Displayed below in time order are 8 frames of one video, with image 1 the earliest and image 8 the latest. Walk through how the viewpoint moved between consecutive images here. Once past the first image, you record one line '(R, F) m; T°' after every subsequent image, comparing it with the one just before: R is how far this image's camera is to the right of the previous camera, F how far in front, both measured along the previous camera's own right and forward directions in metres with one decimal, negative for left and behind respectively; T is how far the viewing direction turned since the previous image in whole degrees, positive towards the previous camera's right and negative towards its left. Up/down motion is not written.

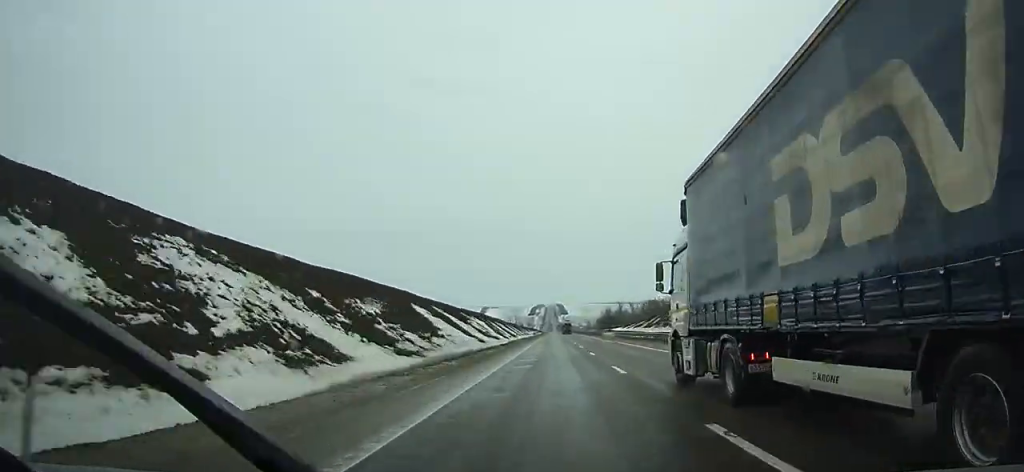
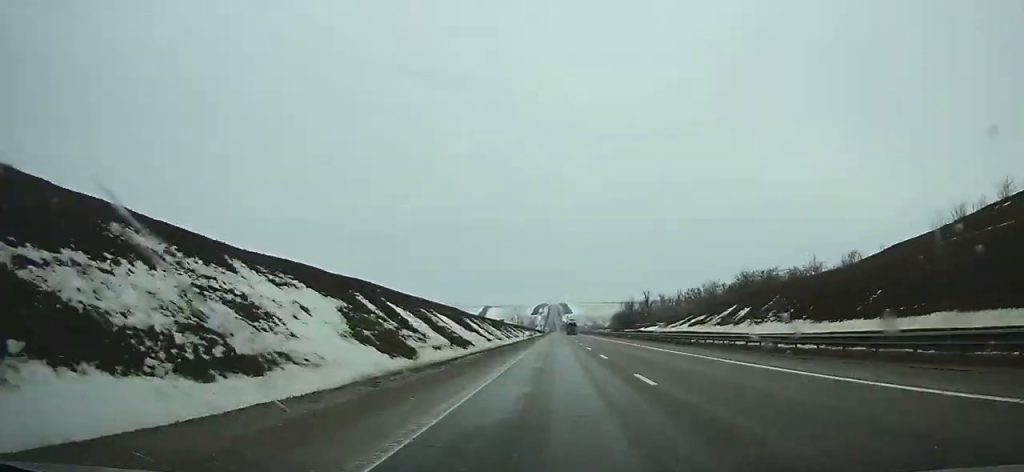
(-0.2, +63.1) m; 0°
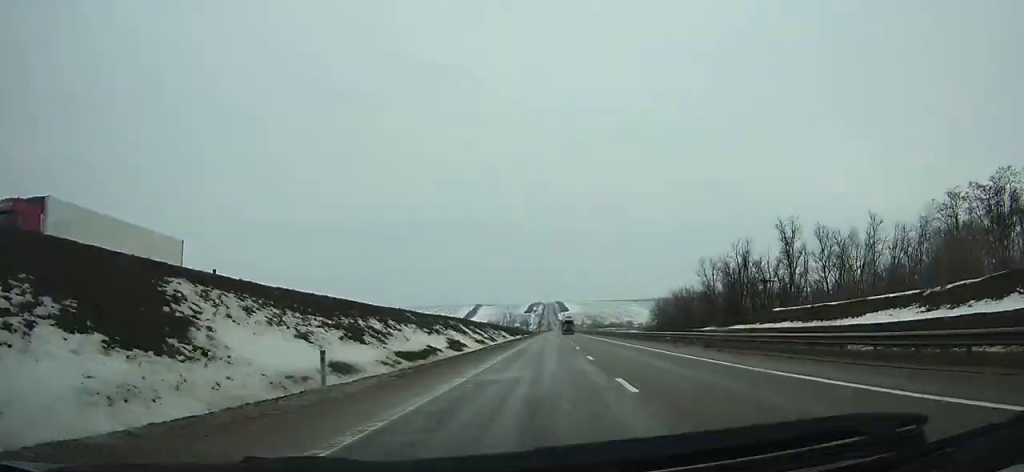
(+0.3, +121.0) m; 0°
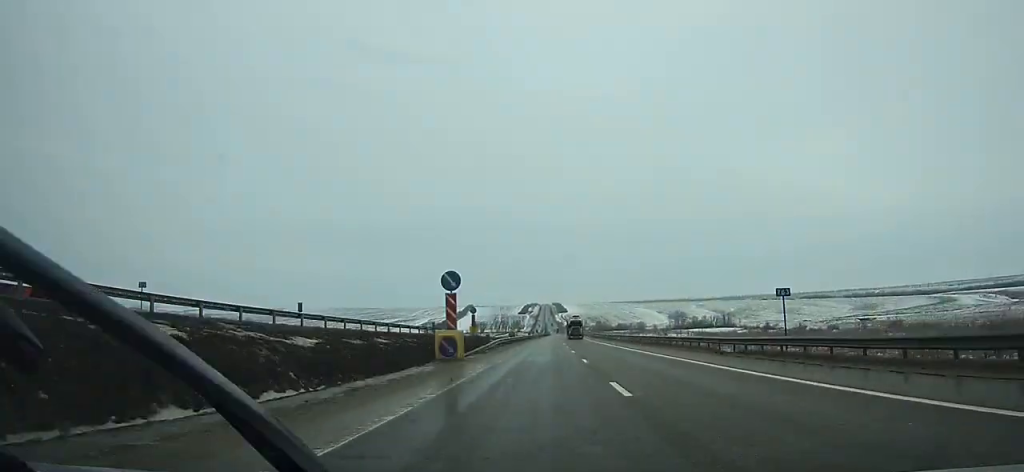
(+0.4, +160.5) m; 0°
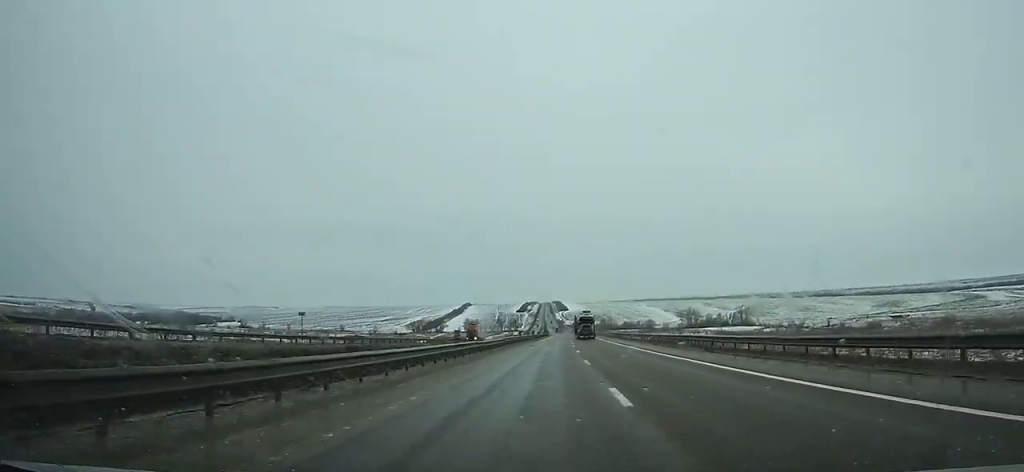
(0.0, +75.9) m; 0°
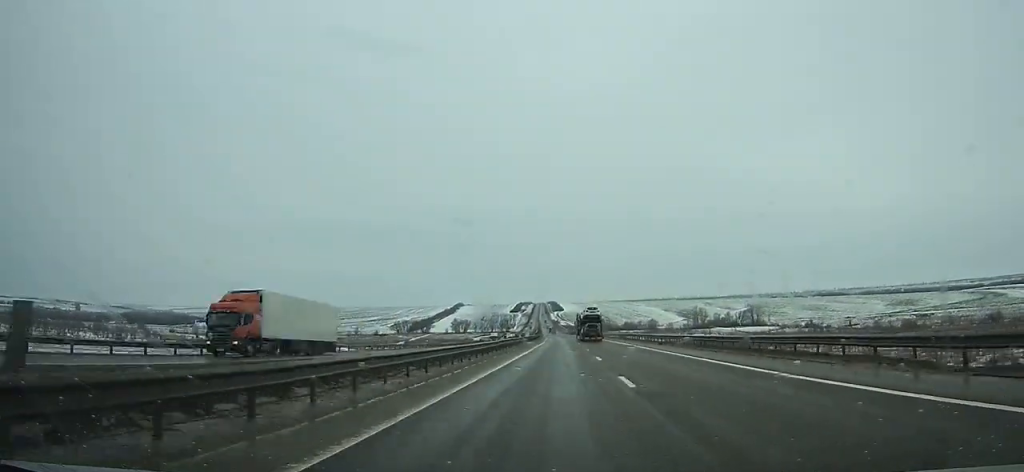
(+0.3, +57.2) m; 0°
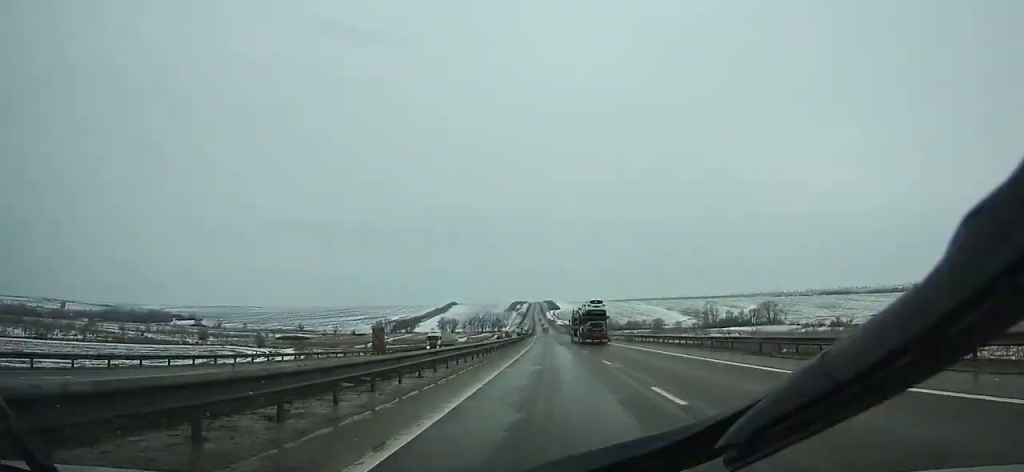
(+0.1, +64.1) m; 0°
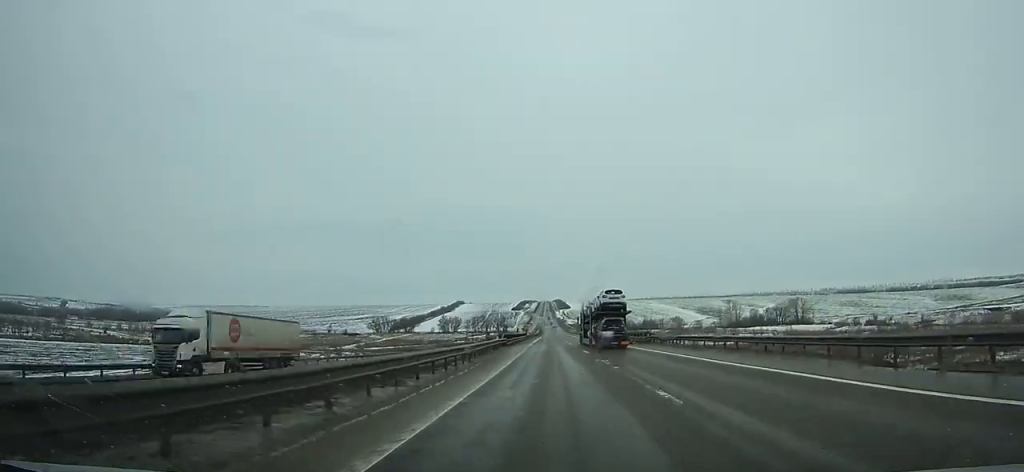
(+0.1, +49.4) m; 0°
